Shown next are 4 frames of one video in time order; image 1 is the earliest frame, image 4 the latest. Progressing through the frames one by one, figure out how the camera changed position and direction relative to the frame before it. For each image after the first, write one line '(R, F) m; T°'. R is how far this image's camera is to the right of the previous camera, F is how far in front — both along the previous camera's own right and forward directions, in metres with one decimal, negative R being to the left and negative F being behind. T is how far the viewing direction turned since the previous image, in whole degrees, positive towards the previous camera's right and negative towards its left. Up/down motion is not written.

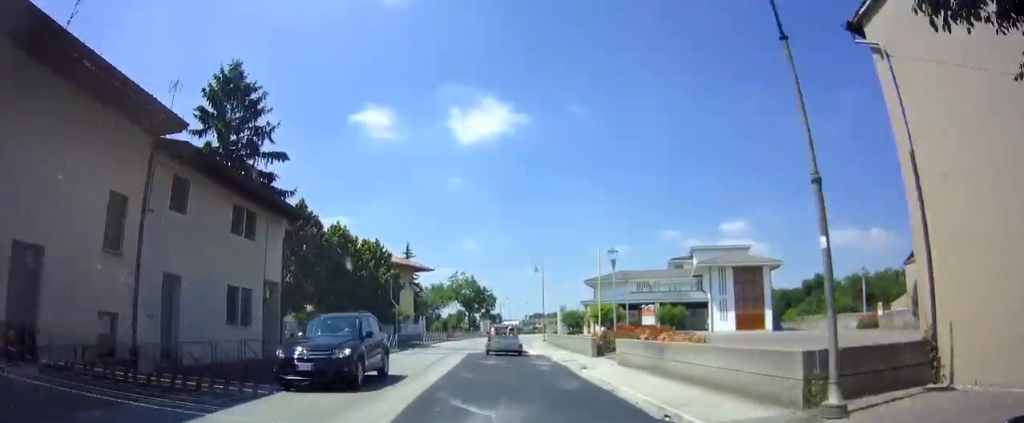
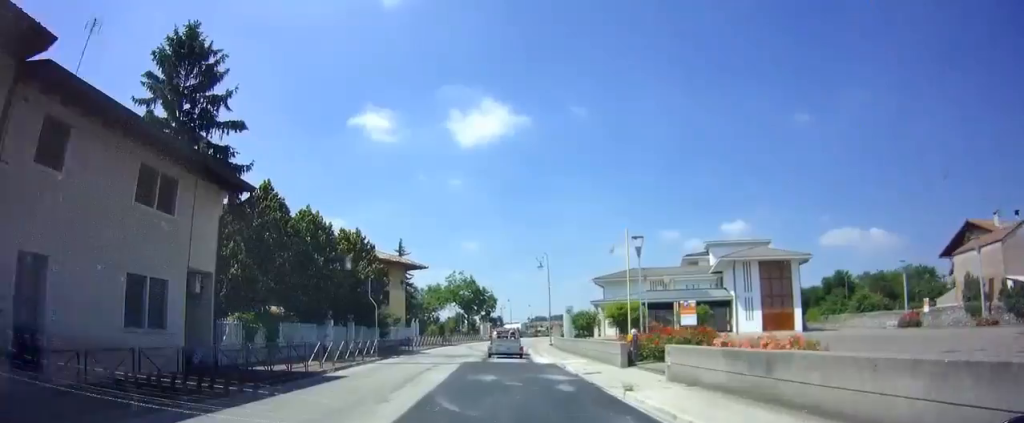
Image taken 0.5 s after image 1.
(+0.1, +6.2) m; +1°
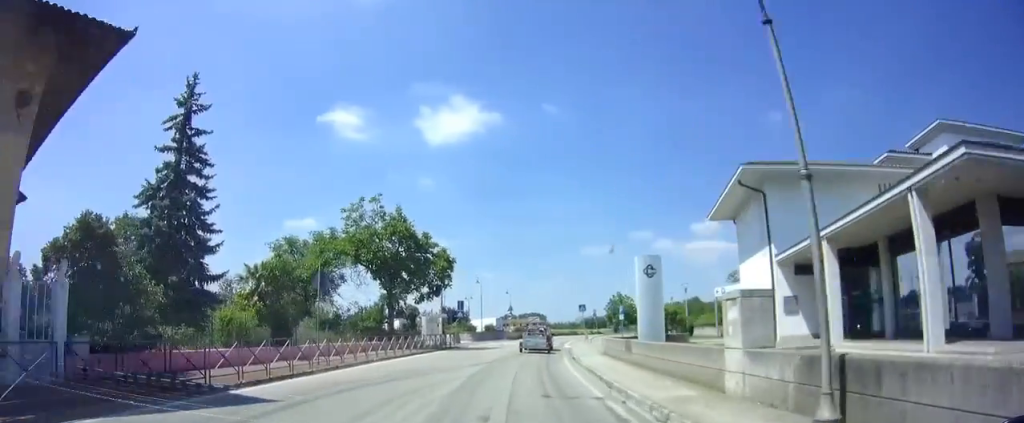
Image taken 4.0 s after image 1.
(+1.8, +43.7) m; +5°
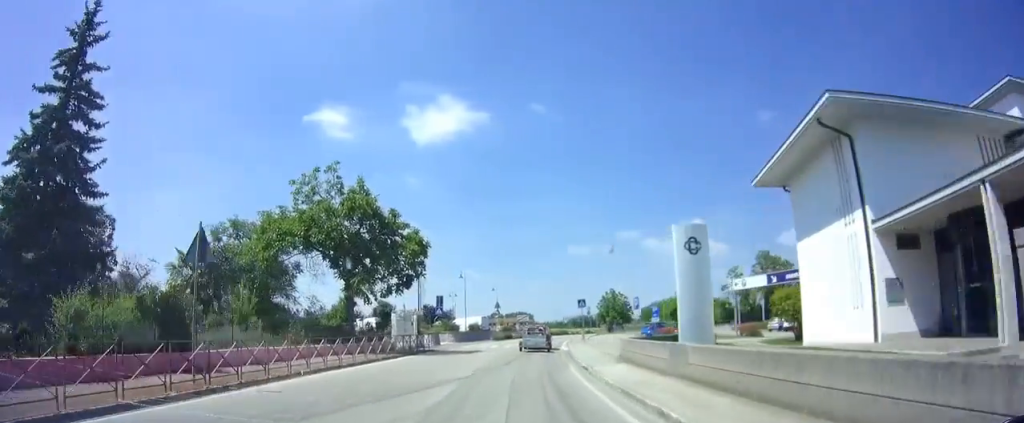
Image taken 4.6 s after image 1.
(0.0, +6.9) m; +1°
